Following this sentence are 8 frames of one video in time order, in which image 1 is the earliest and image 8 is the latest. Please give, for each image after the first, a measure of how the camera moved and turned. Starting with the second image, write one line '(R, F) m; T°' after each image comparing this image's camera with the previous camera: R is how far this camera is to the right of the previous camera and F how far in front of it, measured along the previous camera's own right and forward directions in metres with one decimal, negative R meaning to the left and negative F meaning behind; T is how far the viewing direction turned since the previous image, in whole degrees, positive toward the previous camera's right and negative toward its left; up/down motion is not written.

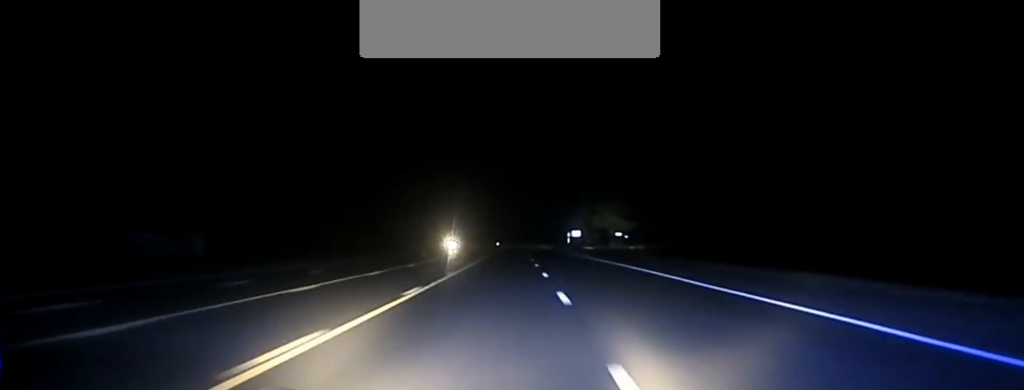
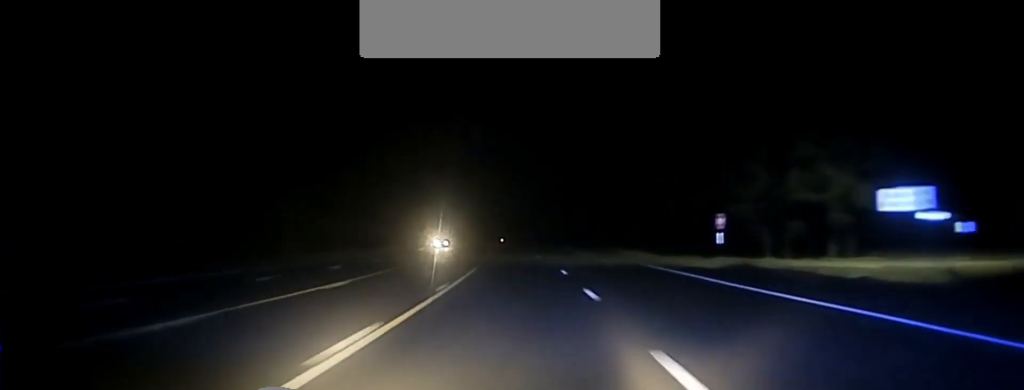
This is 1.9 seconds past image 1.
(-1.6, +110.2) m; -2°
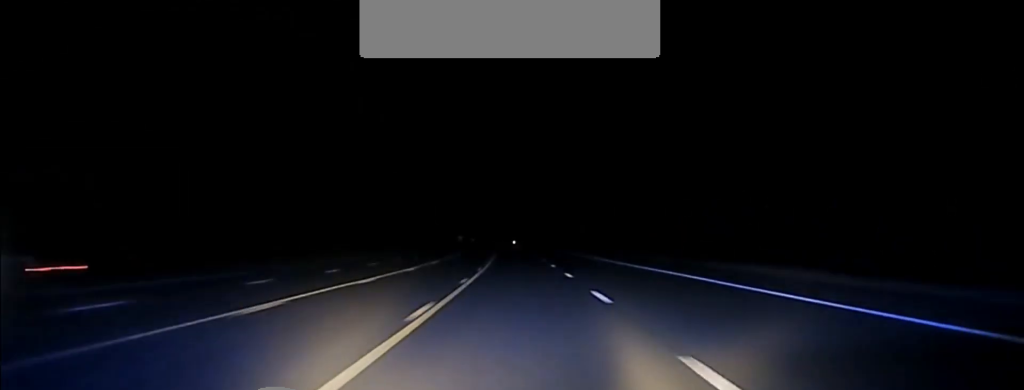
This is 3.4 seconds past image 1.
(-1.7, +86.1) m; -2°
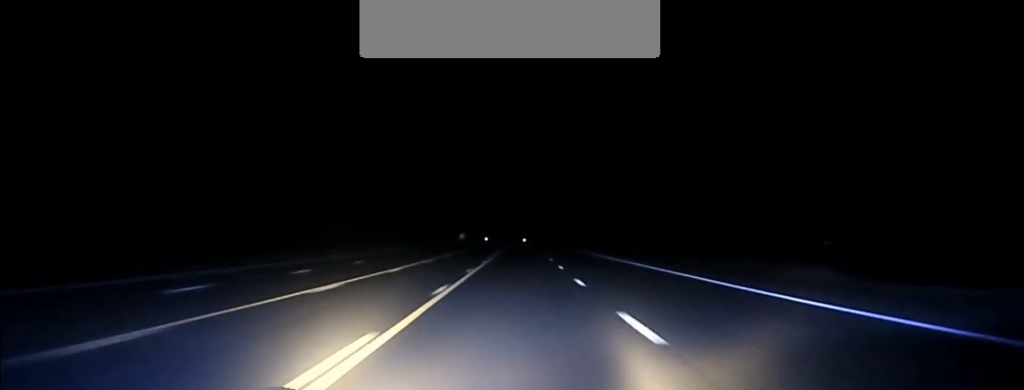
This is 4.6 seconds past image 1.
(-0.8, +68.0) m; -1°
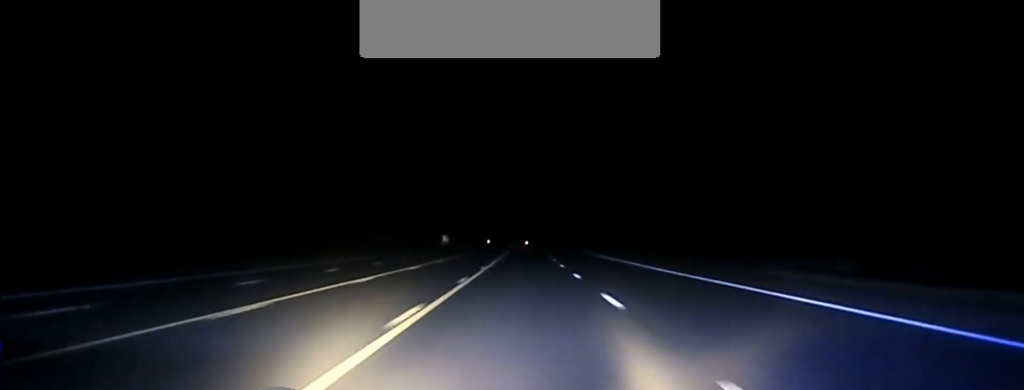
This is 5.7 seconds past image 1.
(0.0, +68.1) m; 0°
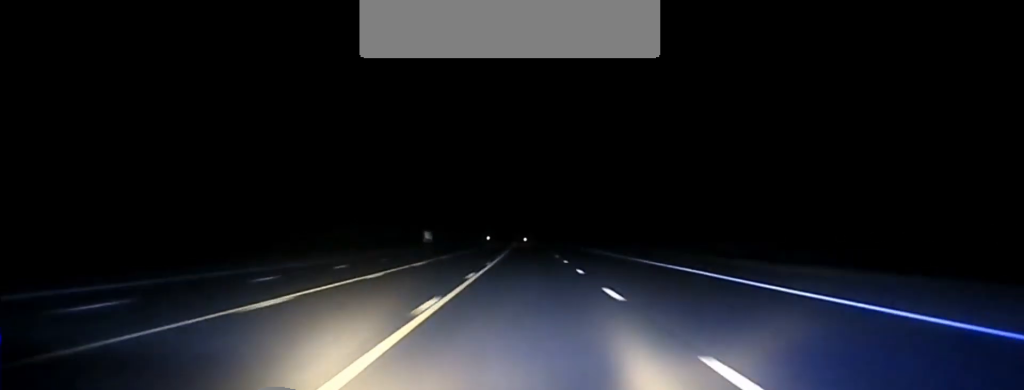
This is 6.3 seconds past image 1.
(+0.1, +35.2) m; 0°
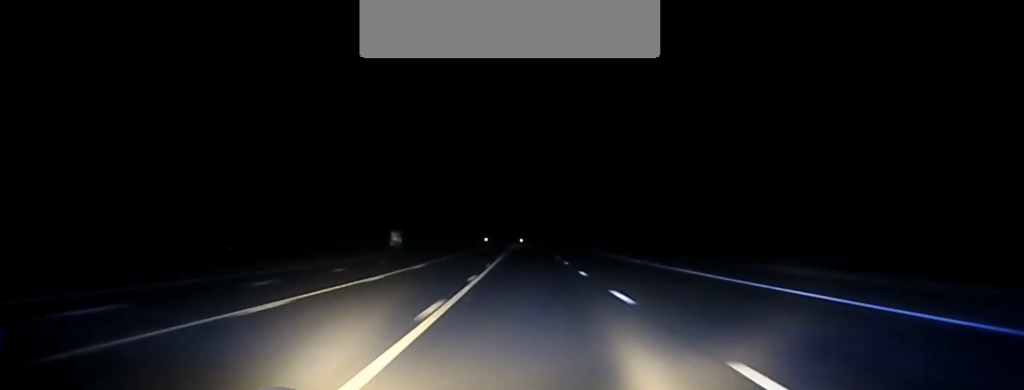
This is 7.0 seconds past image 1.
(0.0, +39.8) m; 0°
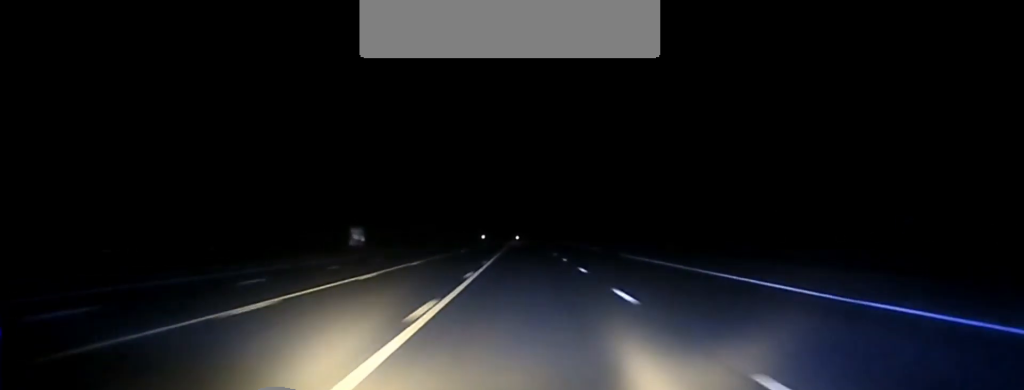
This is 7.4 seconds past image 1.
(0.0, +23.3) m; 0°
